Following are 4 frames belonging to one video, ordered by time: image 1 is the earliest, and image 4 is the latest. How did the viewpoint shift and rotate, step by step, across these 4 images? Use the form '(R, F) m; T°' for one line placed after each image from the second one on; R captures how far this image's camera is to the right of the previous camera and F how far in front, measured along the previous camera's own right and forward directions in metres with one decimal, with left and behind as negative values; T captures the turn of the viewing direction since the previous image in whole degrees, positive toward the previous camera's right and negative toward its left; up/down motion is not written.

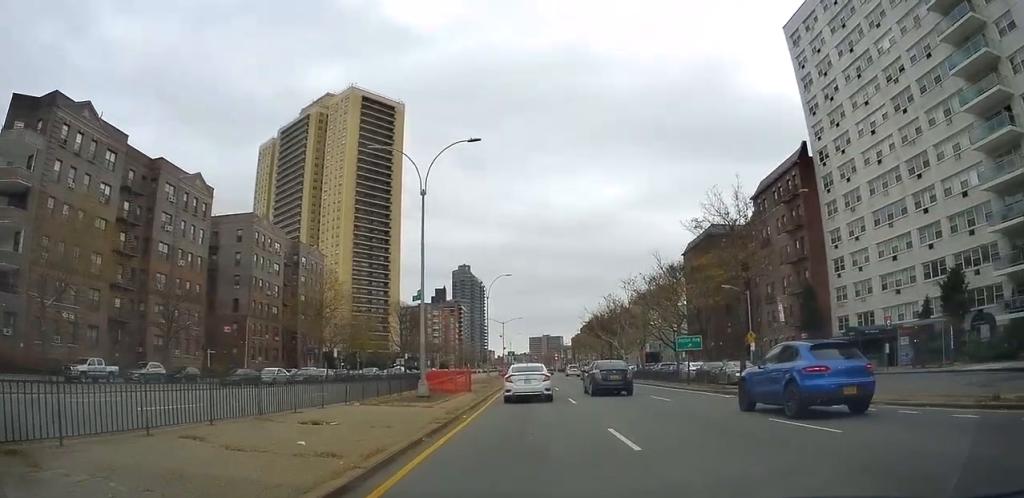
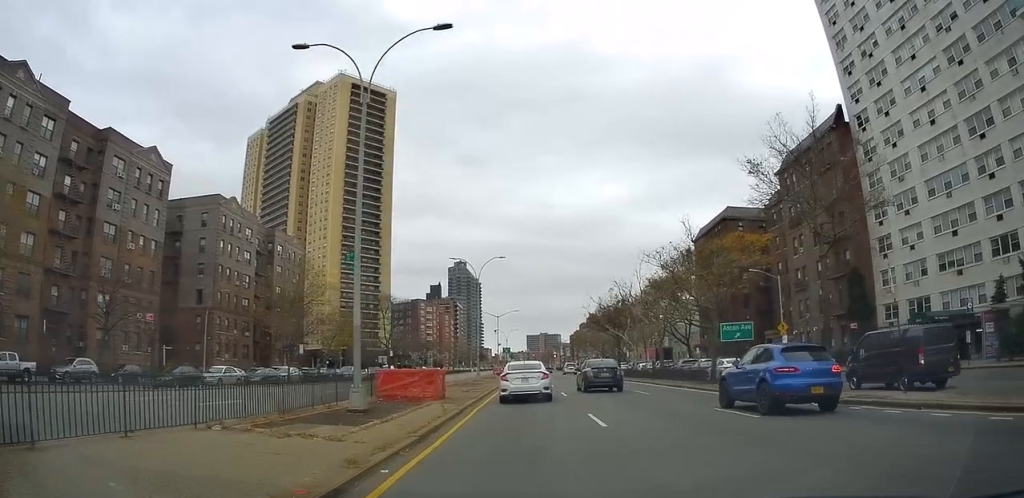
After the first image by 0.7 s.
(0.0, +9.0) m; -2°
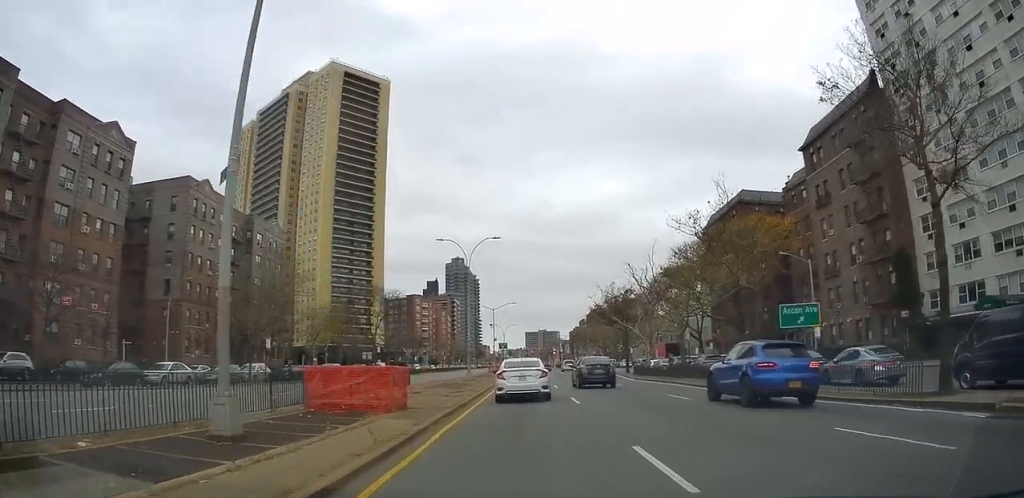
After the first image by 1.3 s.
(-0.3, +6.9) m; -1°
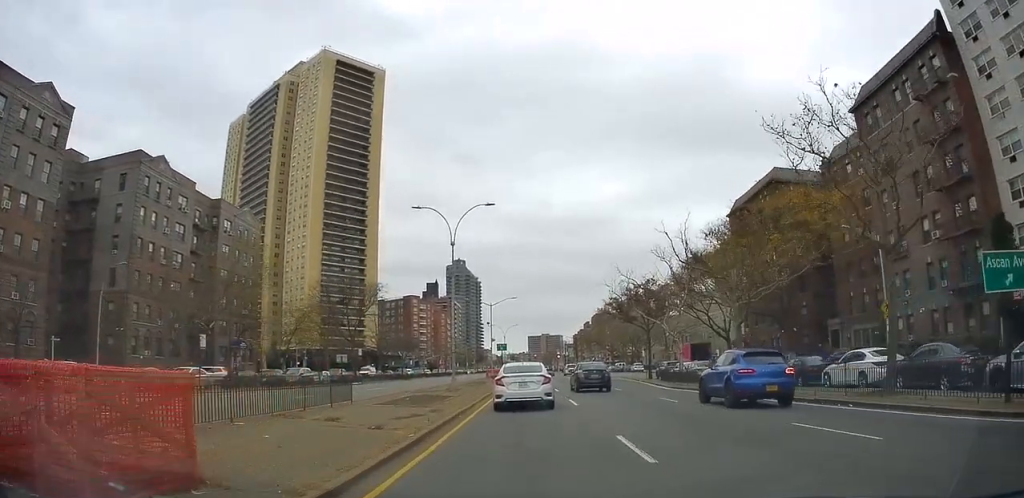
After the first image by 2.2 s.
(+0.1, +10.5) m; +2°
